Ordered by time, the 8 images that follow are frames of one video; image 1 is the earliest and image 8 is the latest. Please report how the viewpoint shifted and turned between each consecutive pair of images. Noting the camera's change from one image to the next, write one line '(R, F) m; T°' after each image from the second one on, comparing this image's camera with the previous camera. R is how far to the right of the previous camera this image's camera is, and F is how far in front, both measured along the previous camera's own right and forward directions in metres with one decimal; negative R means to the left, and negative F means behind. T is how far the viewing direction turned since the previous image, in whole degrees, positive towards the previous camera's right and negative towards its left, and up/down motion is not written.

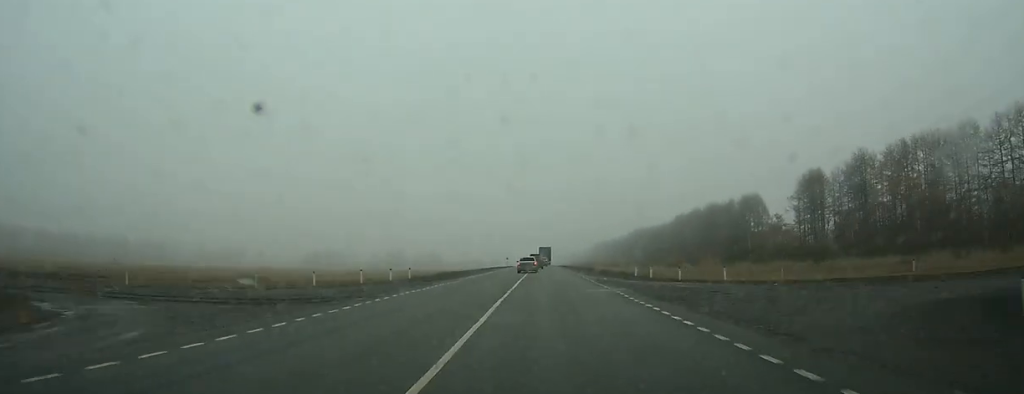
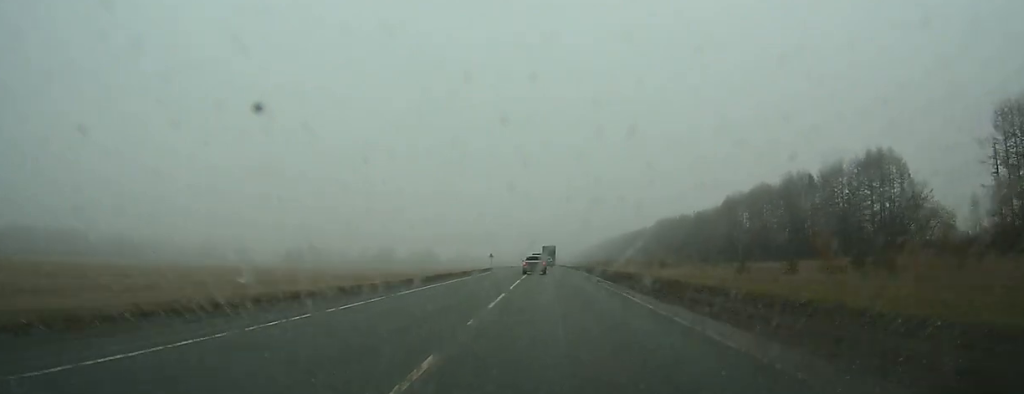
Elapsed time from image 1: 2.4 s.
(-0.4, +64.5) m; -1°
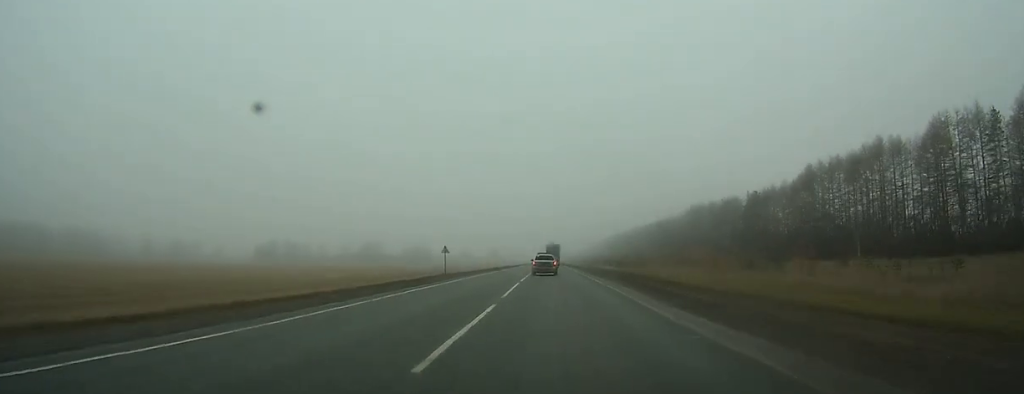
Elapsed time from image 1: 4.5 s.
(-0.3, +55.4) m; 0°
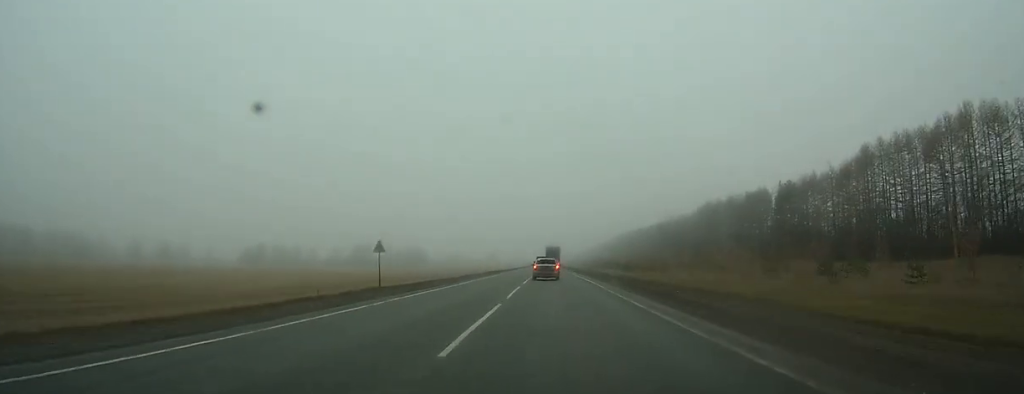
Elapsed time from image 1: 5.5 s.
(0.0, +23.0) m; 0°
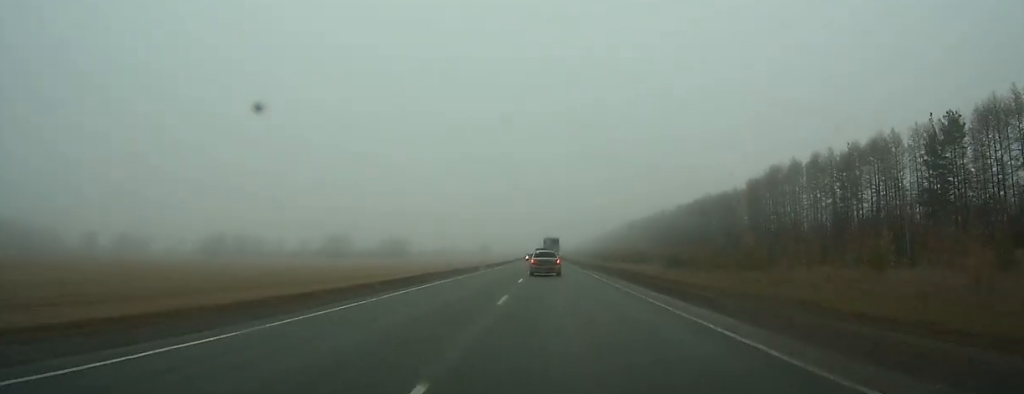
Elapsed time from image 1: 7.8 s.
(-0.1, +55.6) m; 0°
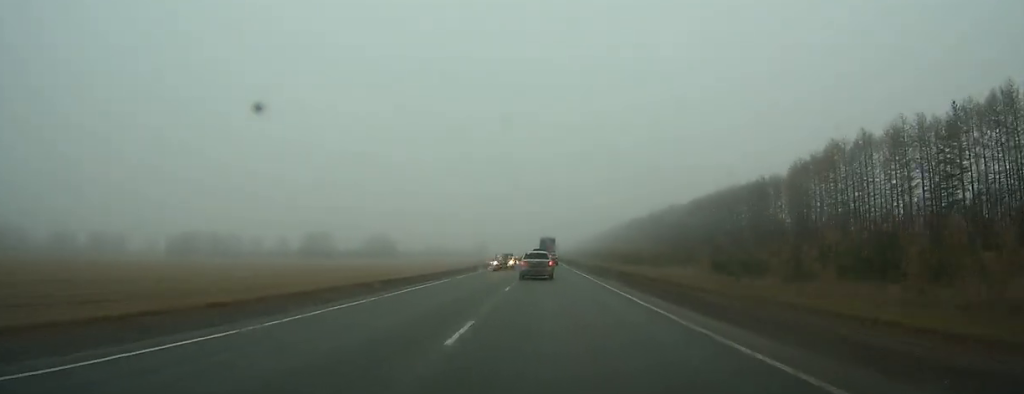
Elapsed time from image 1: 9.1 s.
(0.0, +29.4) m; 0°
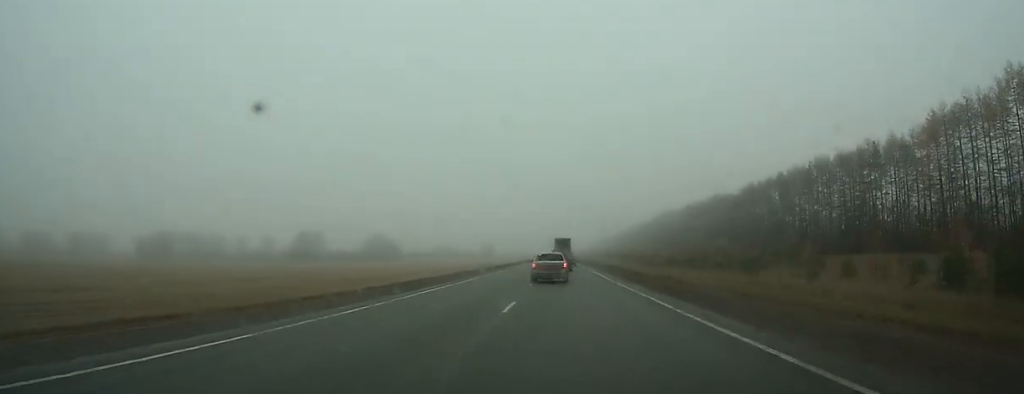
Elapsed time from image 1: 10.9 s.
(-0.1, +42.9) m; 0°
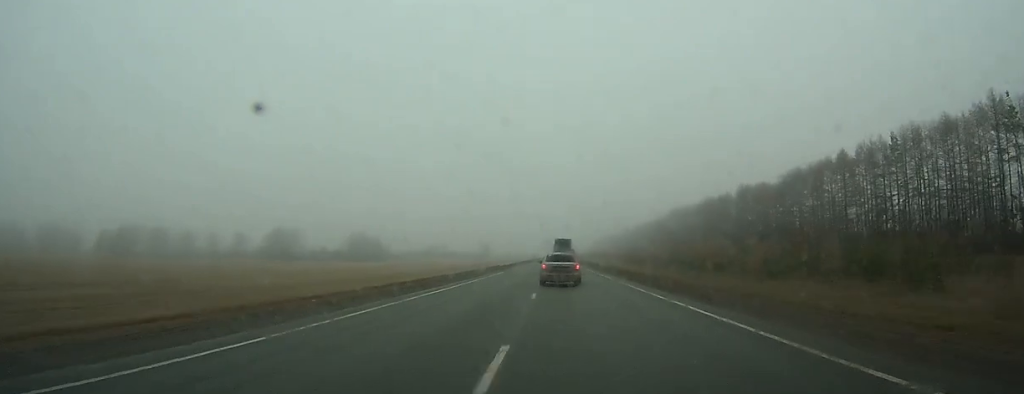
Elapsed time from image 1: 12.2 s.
(-0.1, +33.4) m; 0°
